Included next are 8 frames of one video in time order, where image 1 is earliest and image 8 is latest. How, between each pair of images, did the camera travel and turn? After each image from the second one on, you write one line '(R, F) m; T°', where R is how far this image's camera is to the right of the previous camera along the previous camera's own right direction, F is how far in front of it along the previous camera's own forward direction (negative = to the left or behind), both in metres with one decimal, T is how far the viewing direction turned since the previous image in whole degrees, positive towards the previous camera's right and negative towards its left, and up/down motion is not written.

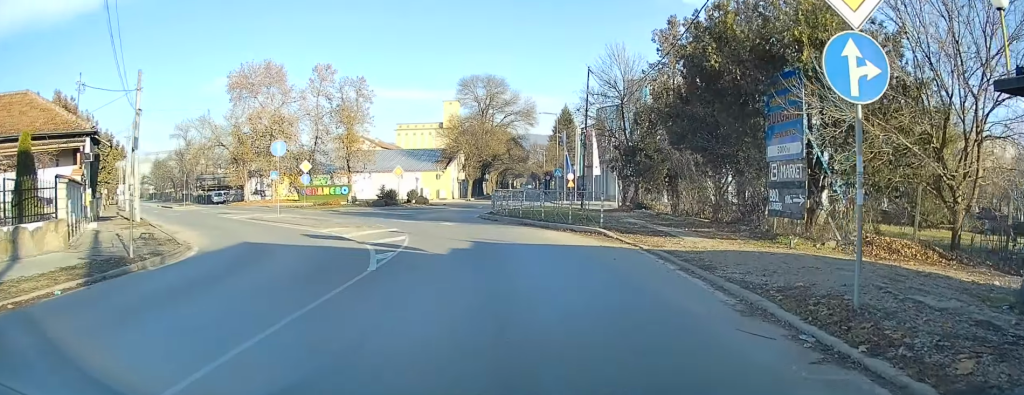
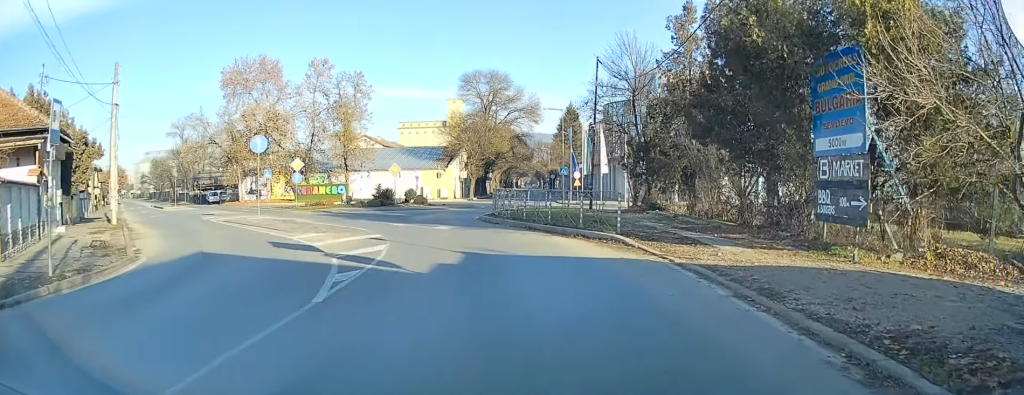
(0.0, +2.5) m; +1°
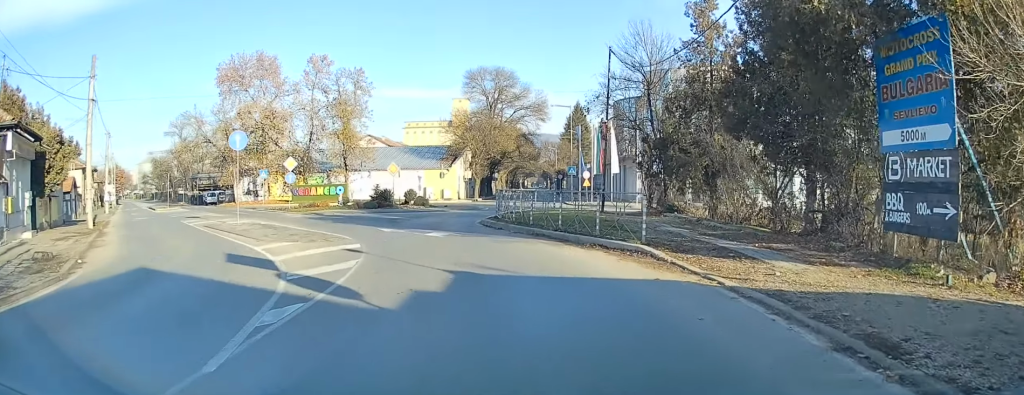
(+0.1, +2.6) m; -2°
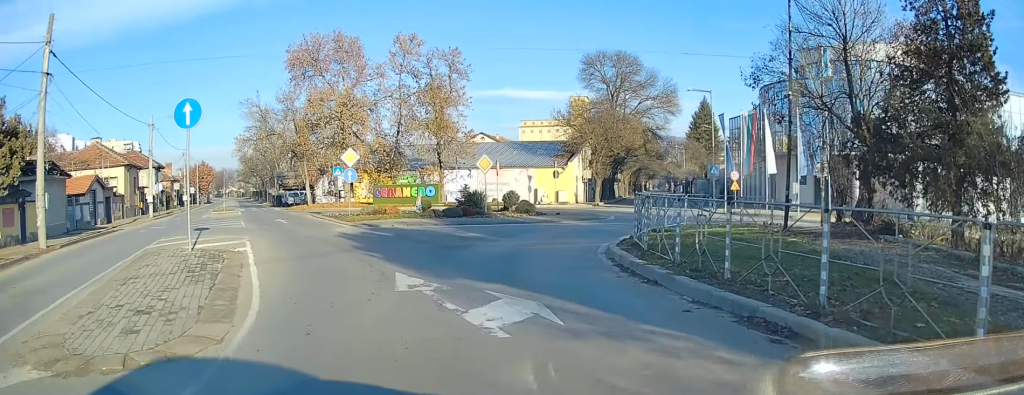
(-0.9, +10.4) m; -12°
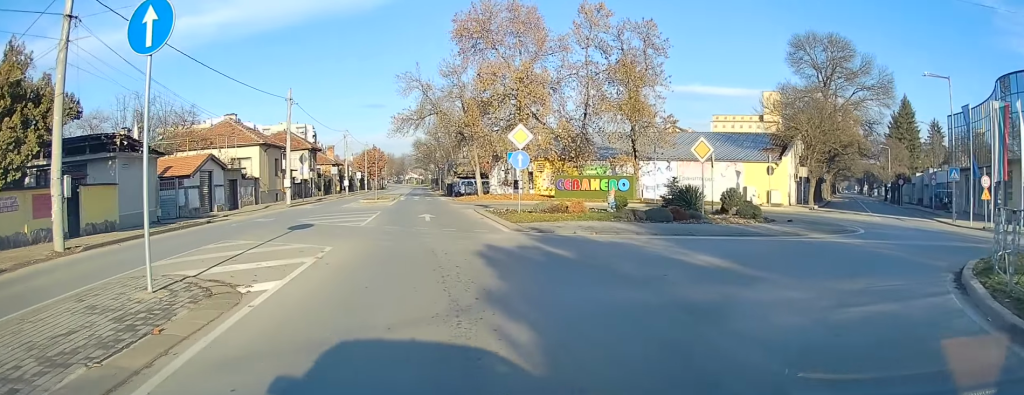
(-0.7, +7.4) m; -12°
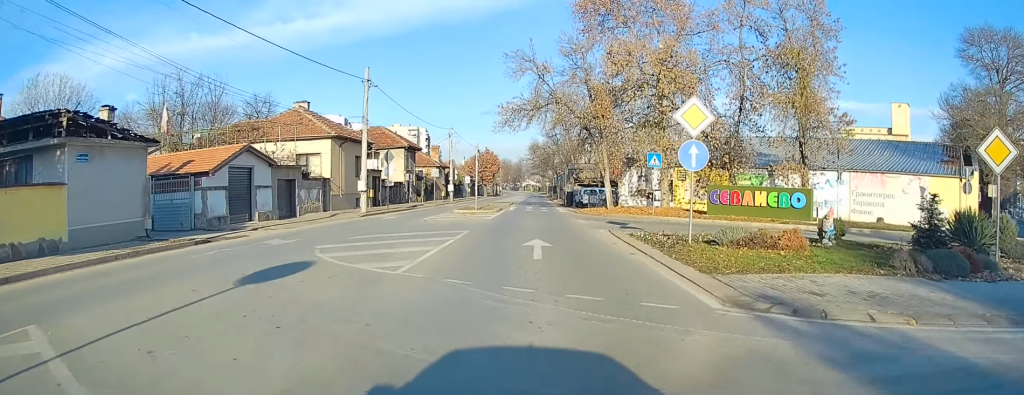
(-0.8, +8.9) m; -12°
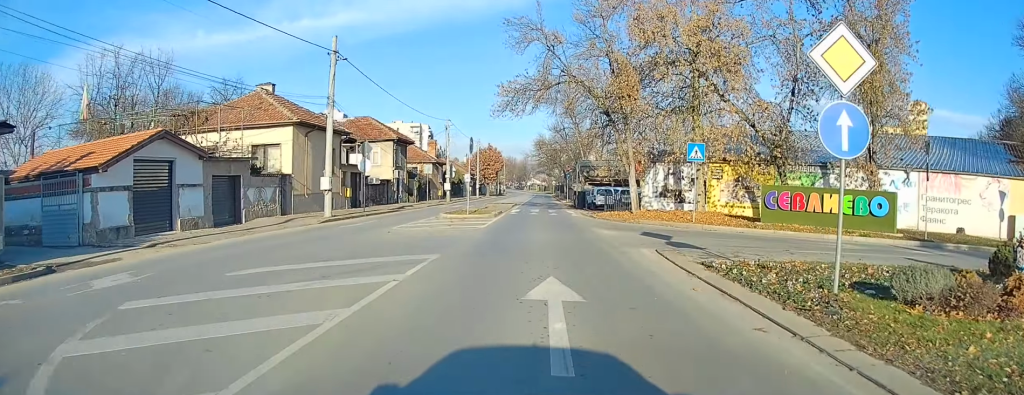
(-0.5, +6.8) m; -2°
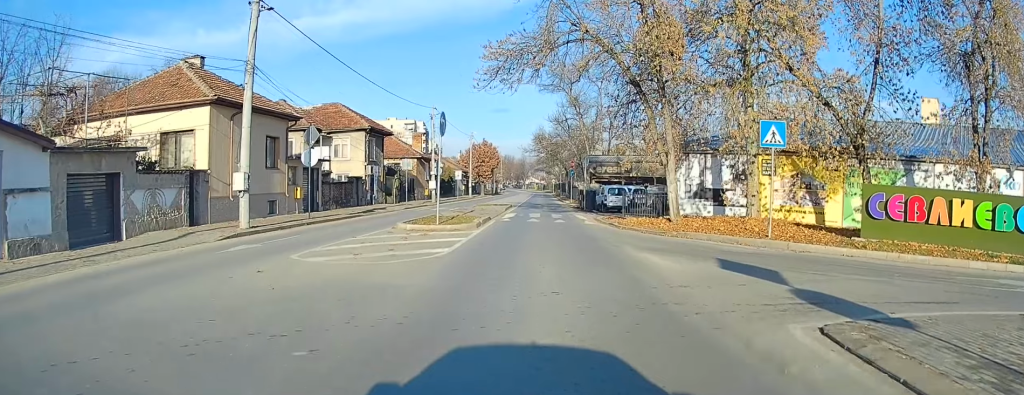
(+0.3, +8.3) m; +2°
